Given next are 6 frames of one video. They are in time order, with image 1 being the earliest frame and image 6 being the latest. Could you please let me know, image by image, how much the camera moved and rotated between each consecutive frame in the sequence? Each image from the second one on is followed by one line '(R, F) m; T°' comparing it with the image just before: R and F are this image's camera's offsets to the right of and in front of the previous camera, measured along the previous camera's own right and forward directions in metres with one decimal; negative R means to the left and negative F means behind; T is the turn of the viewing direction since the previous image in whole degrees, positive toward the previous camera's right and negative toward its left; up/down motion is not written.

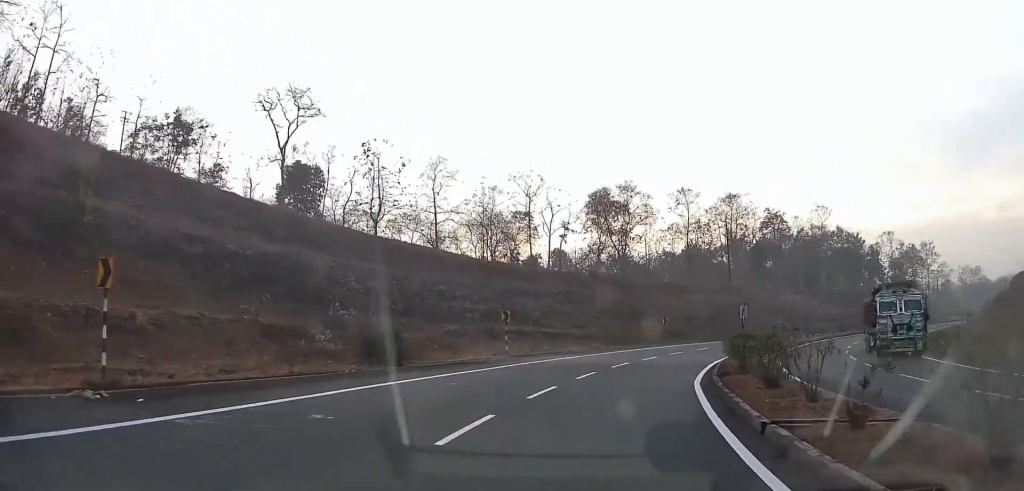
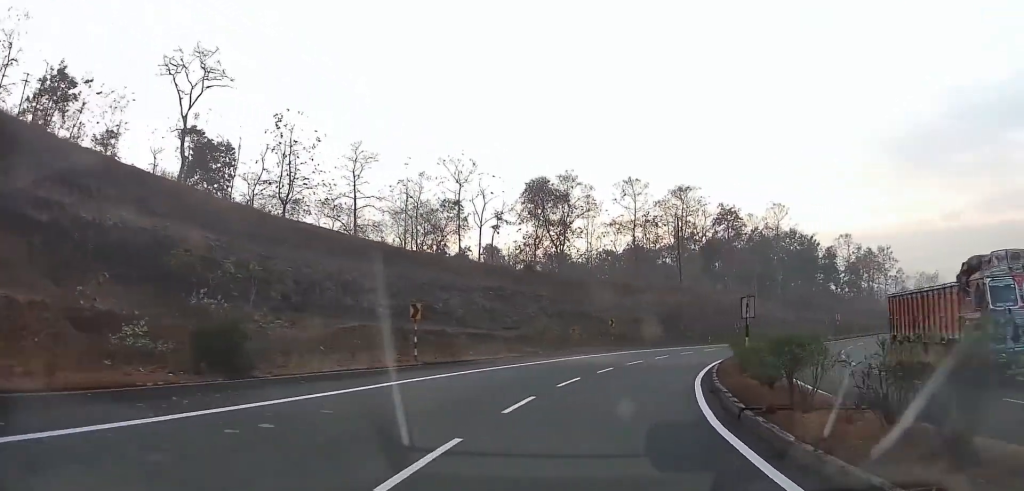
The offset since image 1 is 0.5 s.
(+0.4, +8.1) m; +5°
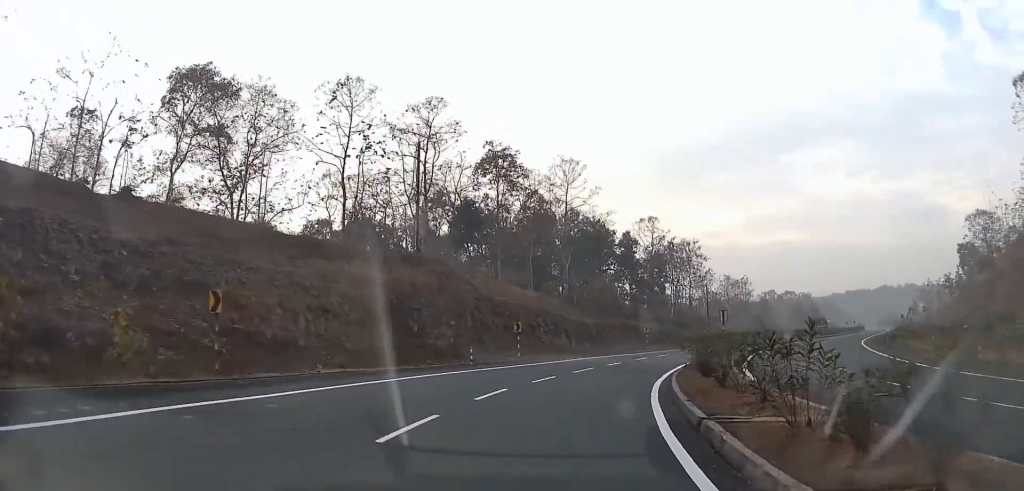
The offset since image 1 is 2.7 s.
(+5.9, +31.9) m; +21°
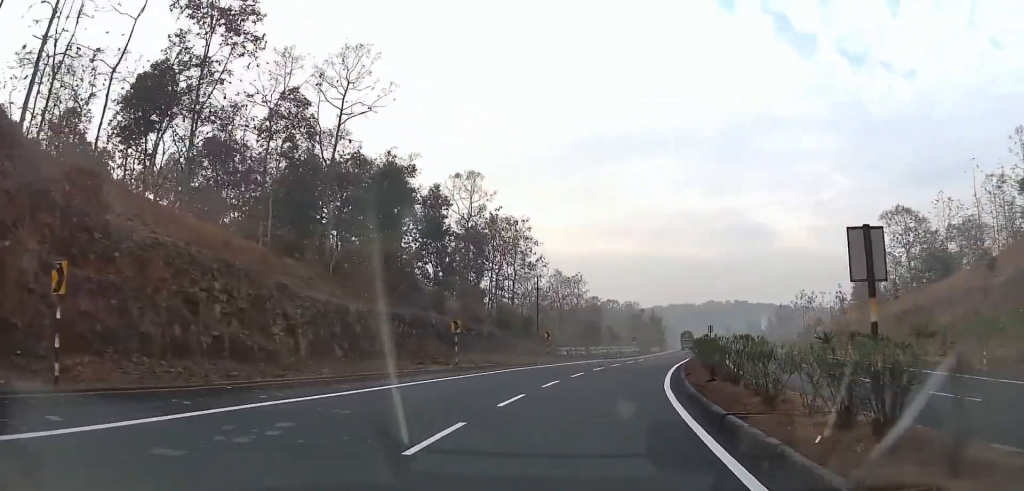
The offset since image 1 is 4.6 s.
(+4.6, +29.0) m; +17°
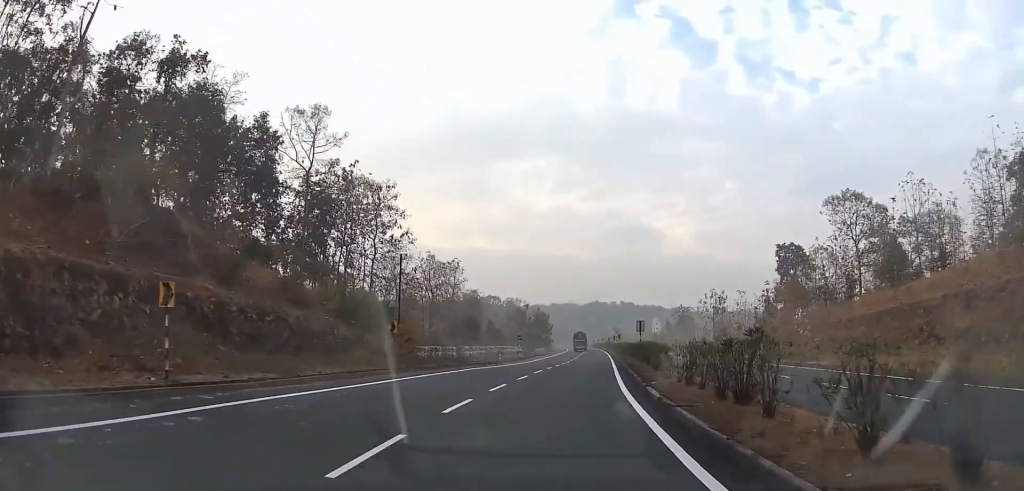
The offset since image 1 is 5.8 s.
(+1.4, +18.5) m; +10°
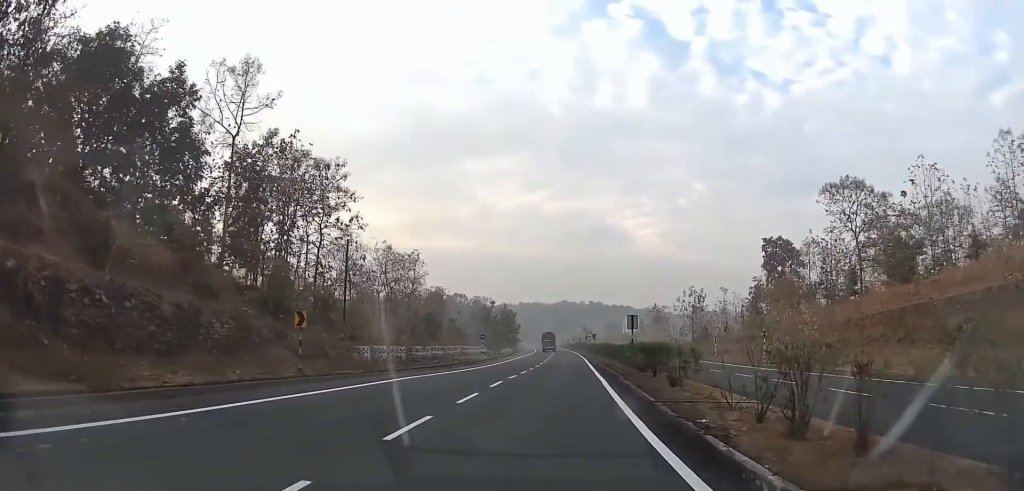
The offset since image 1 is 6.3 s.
(+0.5, +8.6) m; +4°
